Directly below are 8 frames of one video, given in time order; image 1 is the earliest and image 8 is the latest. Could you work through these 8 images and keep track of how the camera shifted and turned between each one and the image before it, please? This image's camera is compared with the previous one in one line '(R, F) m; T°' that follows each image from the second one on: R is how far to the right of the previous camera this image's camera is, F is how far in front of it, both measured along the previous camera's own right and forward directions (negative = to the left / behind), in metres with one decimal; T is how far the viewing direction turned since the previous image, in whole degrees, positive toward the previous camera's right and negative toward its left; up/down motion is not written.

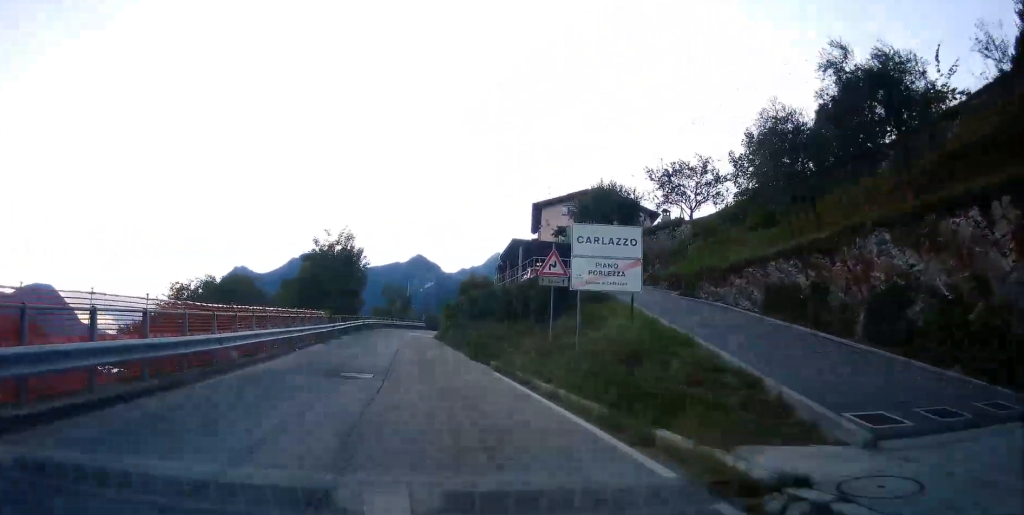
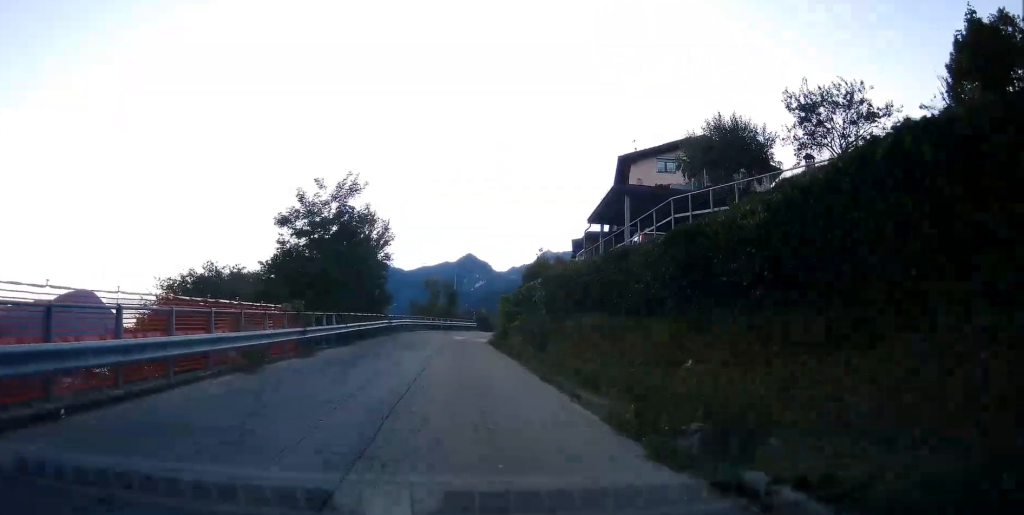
(-0.4, +15.5) m; -4°
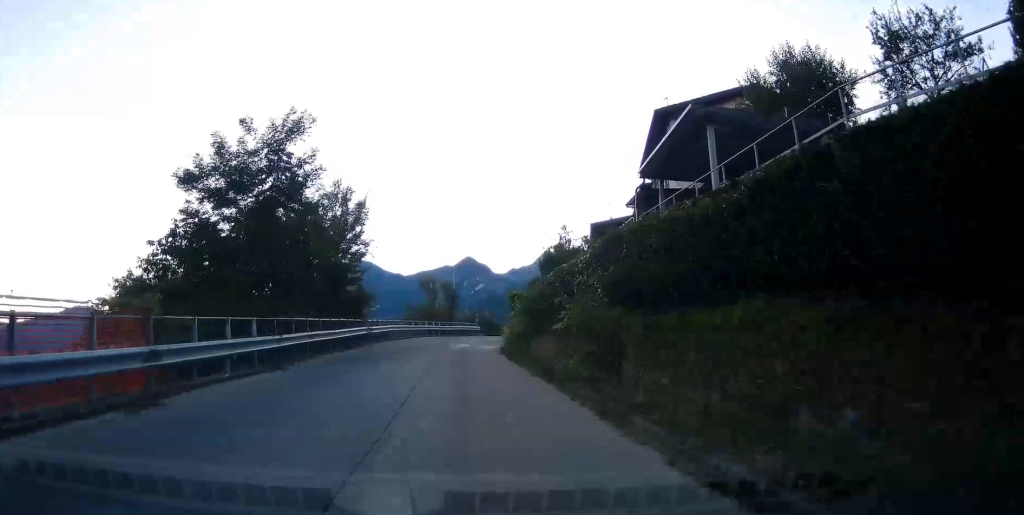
(-0.2, +9.2) m; -2°
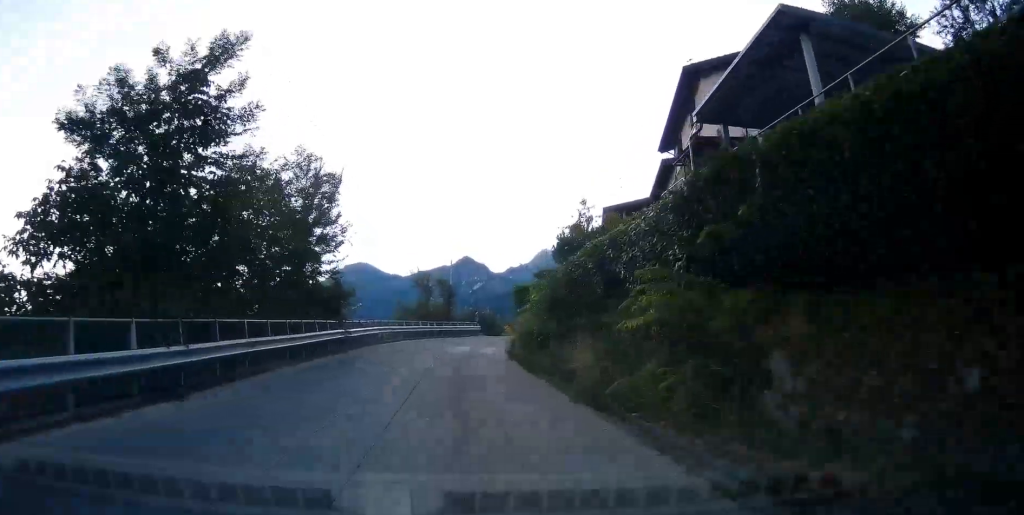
(-0.4, +5.6) m; -1°
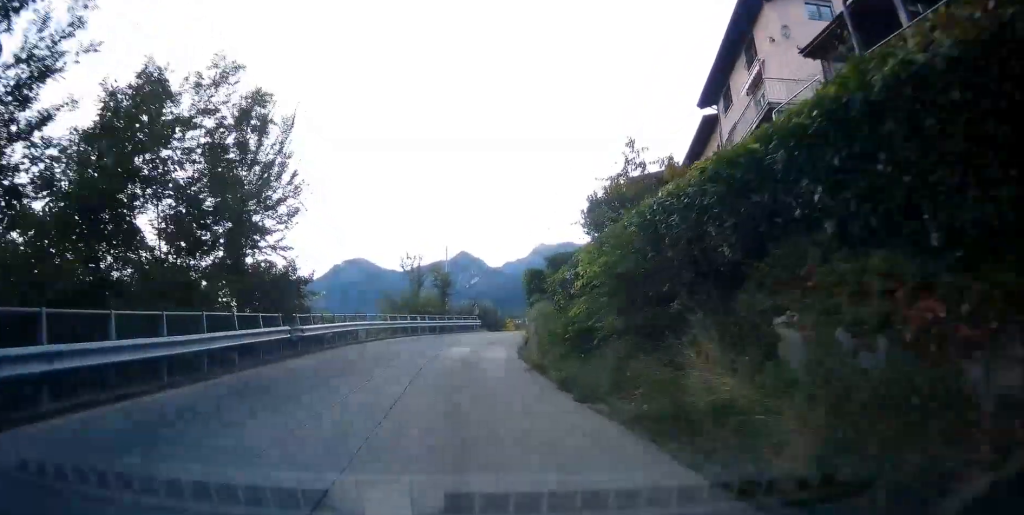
(-0.1, +7.4) m; 0°
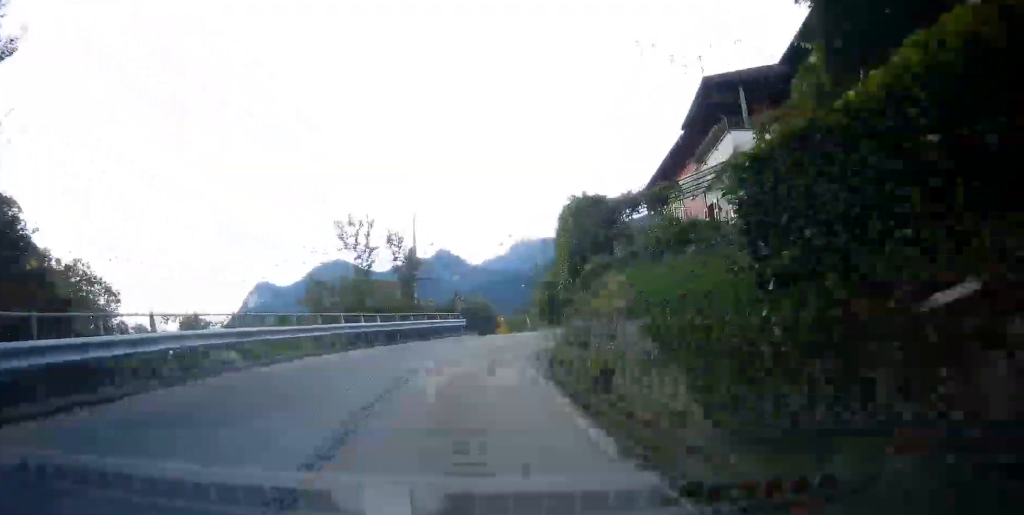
(+0.8, +15.6) m; +4°
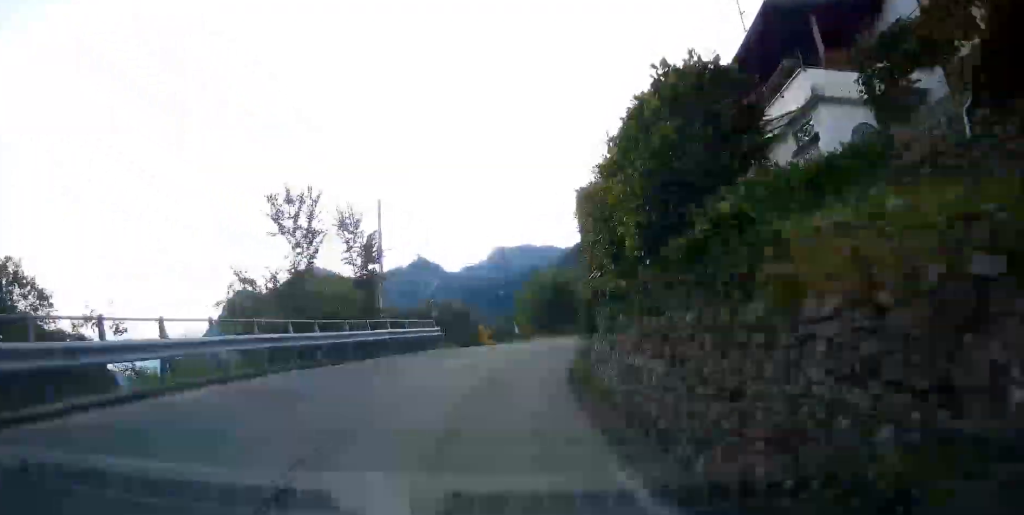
(+0.3, +7.1) m; 0°
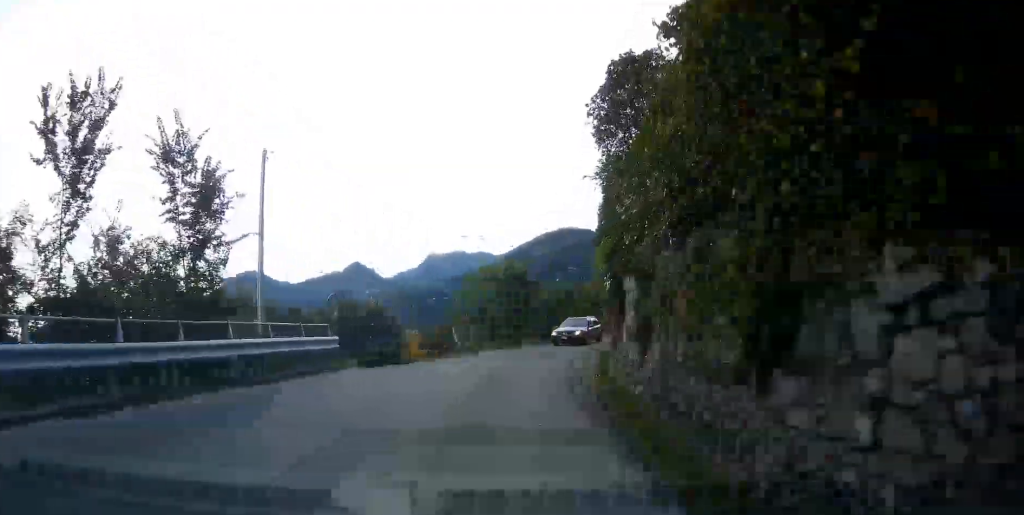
(-0.3, +10.2) m; +3°
